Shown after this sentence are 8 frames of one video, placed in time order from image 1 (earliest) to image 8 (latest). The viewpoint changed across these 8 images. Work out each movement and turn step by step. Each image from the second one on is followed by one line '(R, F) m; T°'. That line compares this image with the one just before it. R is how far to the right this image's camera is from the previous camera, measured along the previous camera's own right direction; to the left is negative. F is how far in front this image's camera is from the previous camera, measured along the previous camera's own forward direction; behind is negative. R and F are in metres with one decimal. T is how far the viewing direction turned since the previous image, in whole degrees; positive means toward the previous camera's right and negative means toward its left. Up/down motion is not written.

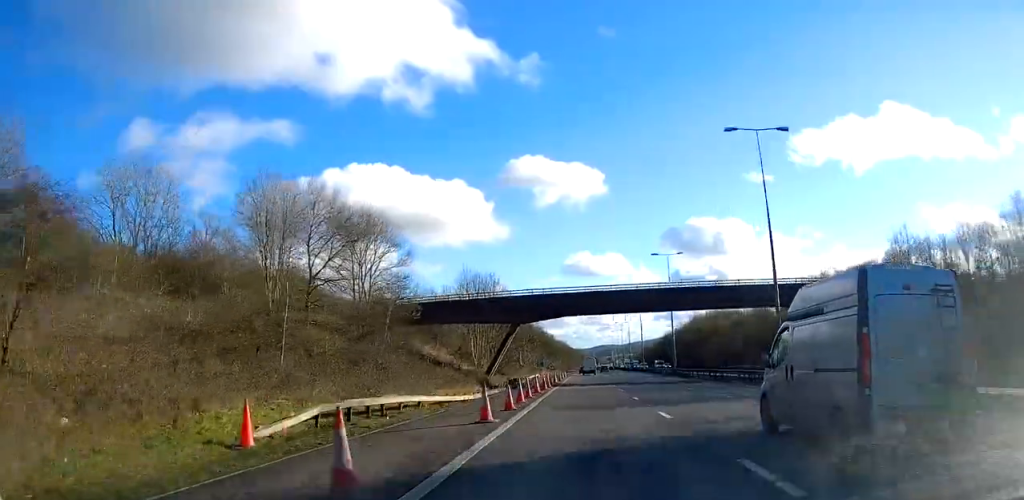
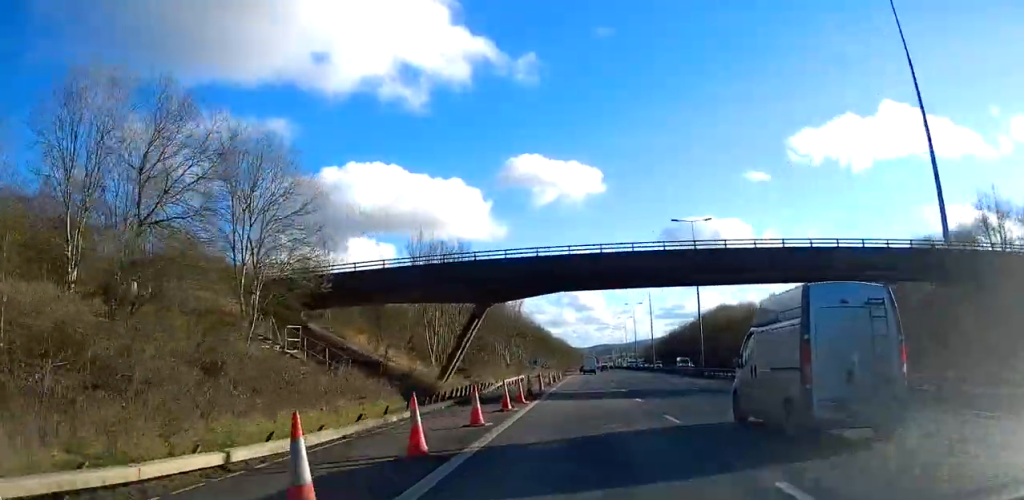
(0.0, +19.5) m; 0°
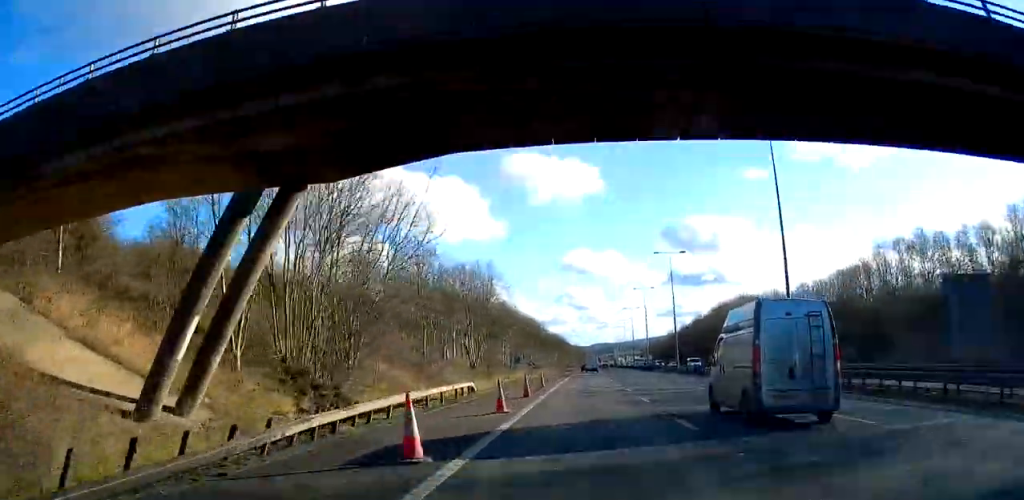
(-0.1, +28.5) m; 0°
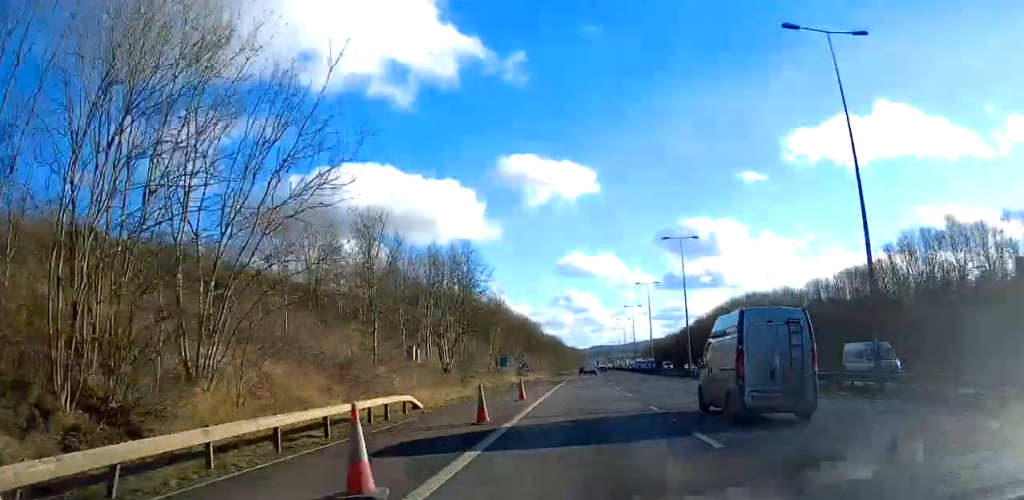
(+0.1, +11.6) m; 0°
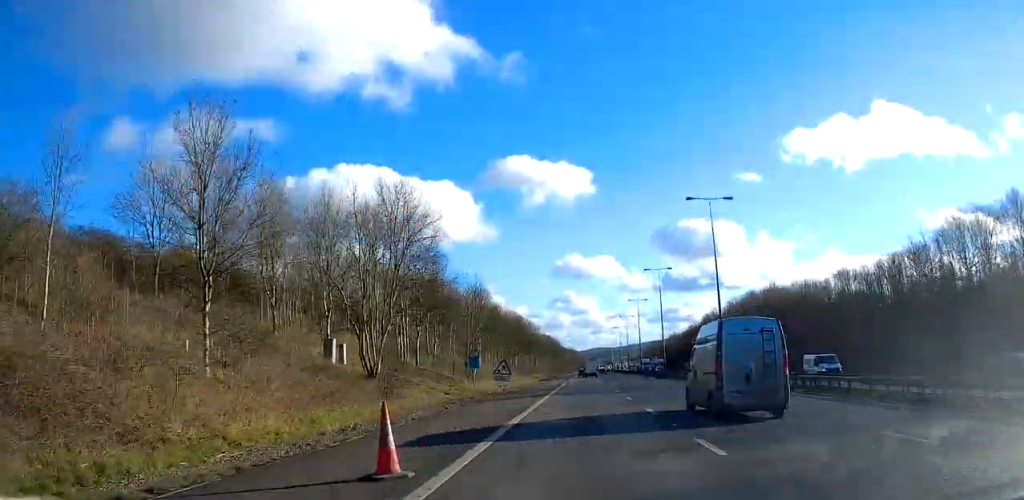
(+0.1, +18.7) m; 0°
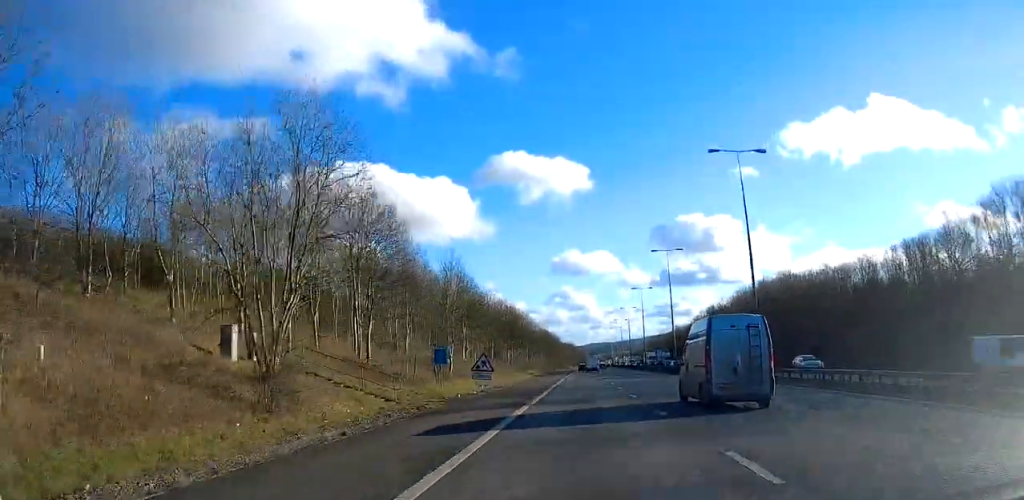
(0.0, +11.6) m; 0°
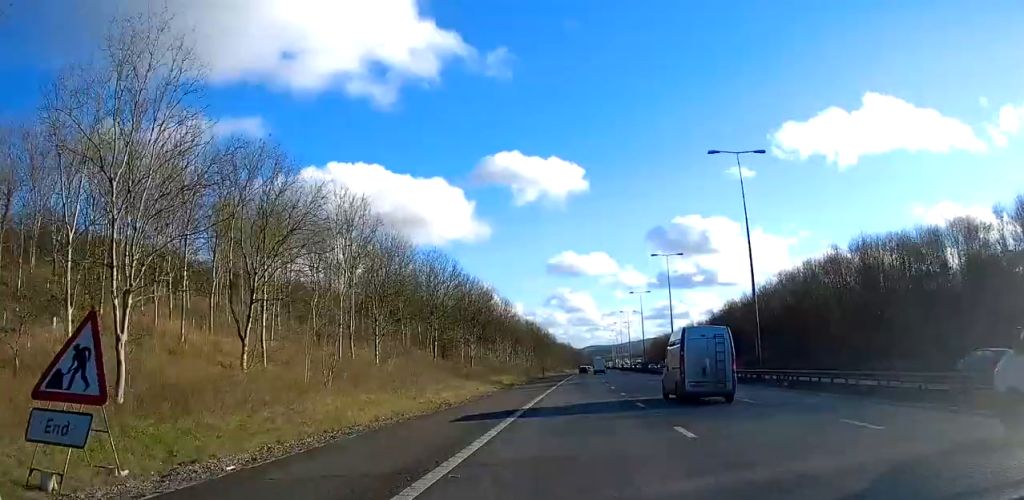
(+0.1, +40.0) m; 0°
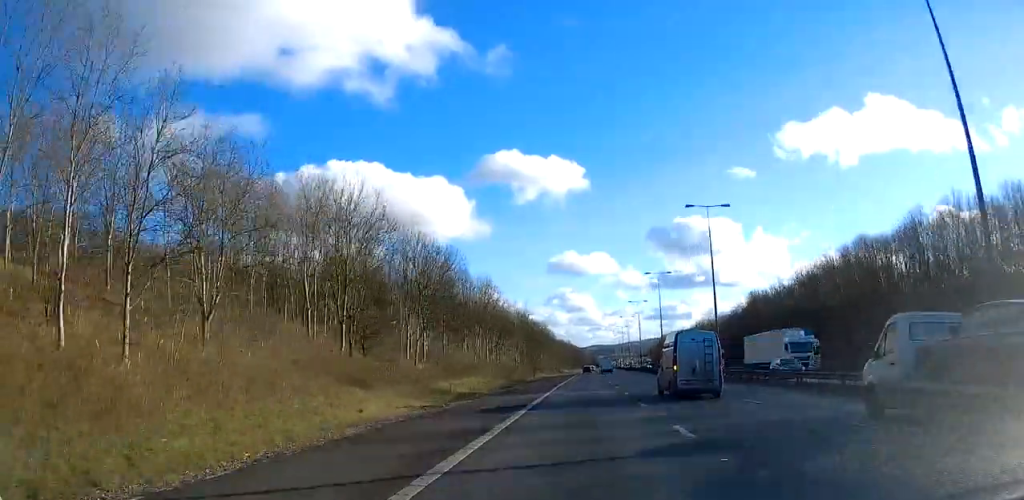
(-0.1, +26.5) m; 0°
